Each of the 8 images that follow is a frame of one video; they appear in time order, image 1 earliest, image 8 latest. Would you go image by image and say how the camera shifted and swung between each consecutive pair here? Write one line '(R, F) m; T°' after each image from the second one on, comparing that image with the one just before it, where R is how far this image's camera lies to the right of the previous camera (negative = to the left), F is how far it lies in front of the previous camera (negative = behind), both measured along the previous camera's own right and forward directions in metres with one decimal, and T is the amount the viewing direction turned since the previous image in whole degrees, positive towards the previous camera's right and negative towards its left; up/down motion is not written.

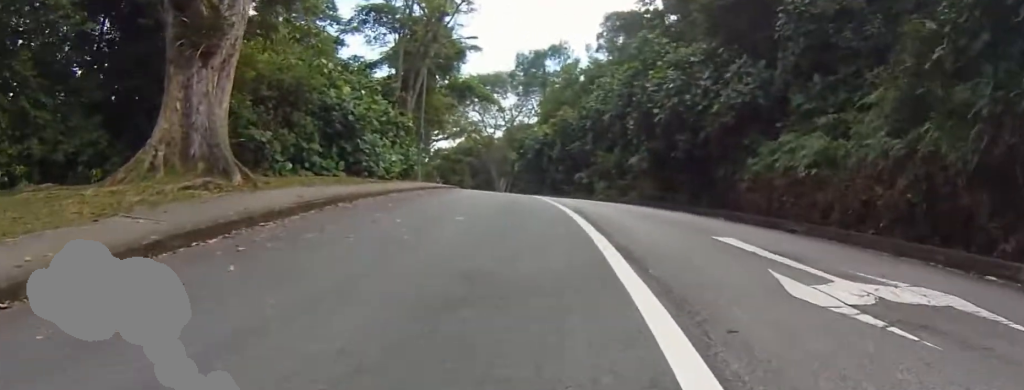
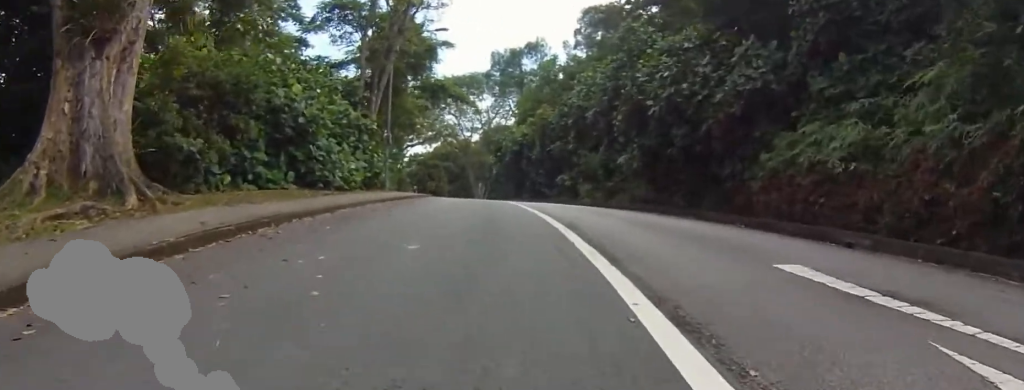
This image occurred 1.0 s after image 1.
(-0.3, +3.6) m; -12°
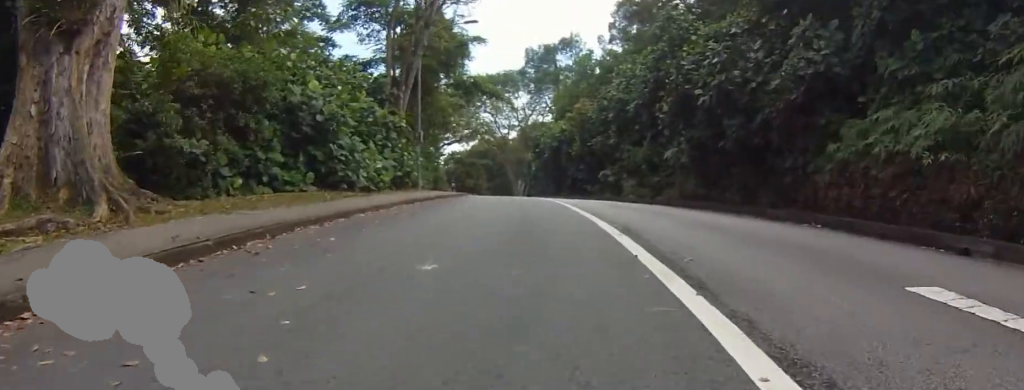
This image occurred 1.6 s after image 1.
(-0.1, +1.8) m; -7°
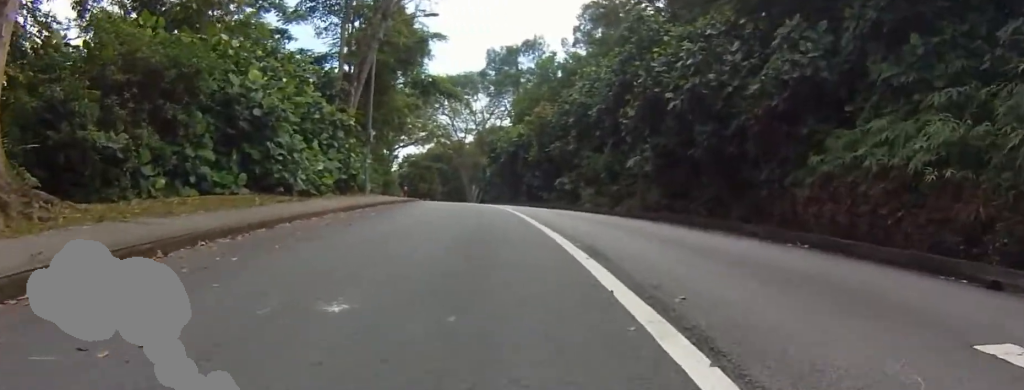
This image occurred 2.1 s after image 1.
(-0.1, +1.4) m; -3°
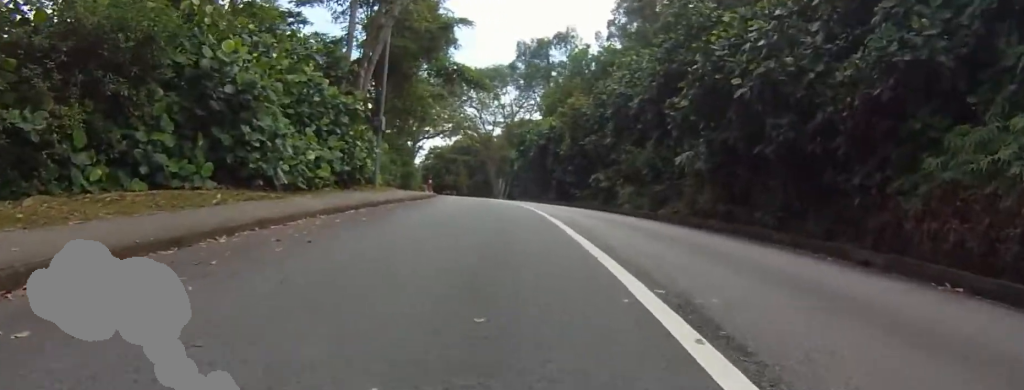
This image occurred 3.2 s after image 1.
(-0.1, +3.2) m; -17°
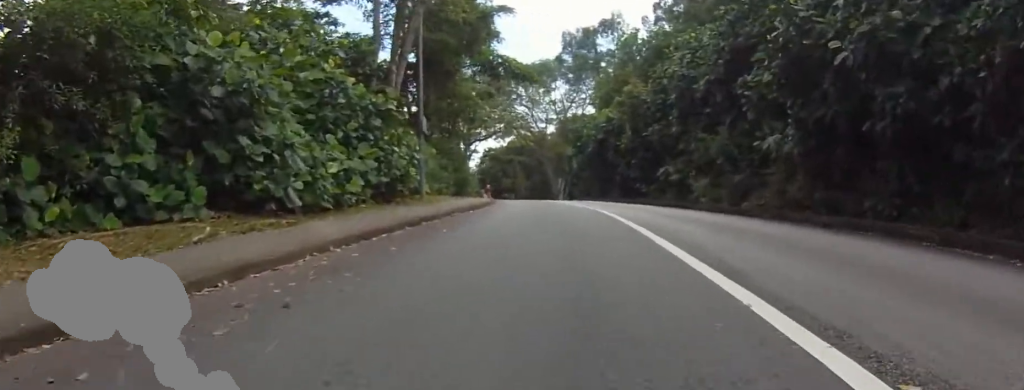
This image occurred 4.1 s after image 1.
(-0.7, +2.2) m; -20°
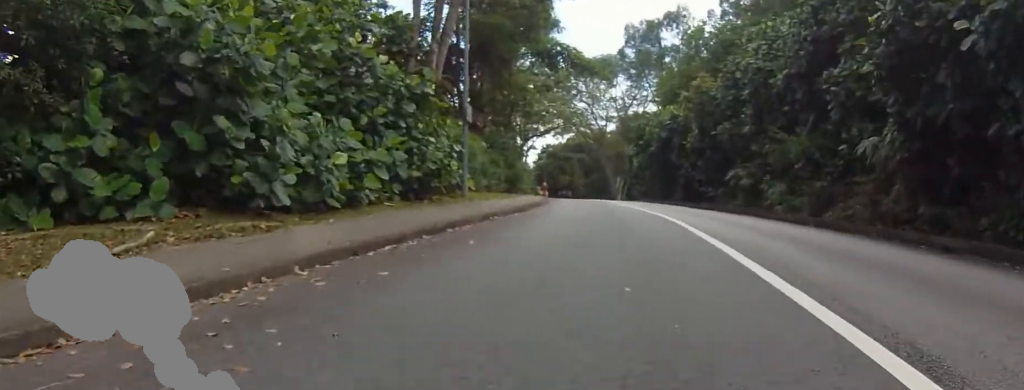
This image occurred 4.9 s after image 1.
(-0.2, +2.0) m; -4°
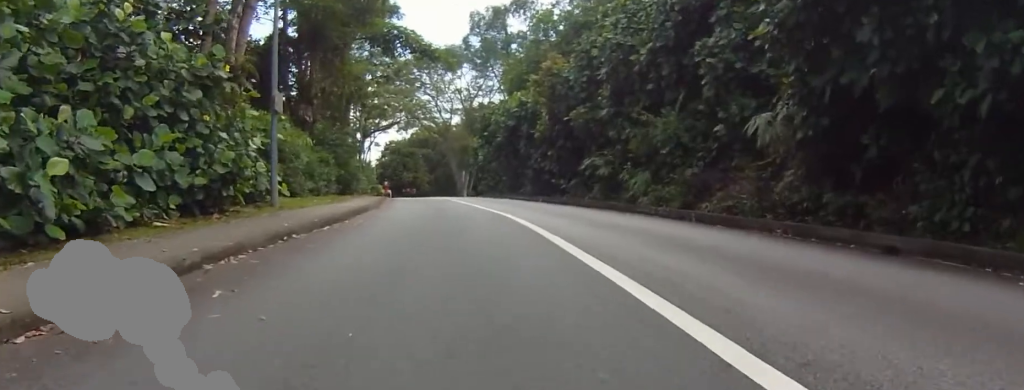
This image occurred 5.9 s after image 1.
(+0.1, +2.1) m; +15°
